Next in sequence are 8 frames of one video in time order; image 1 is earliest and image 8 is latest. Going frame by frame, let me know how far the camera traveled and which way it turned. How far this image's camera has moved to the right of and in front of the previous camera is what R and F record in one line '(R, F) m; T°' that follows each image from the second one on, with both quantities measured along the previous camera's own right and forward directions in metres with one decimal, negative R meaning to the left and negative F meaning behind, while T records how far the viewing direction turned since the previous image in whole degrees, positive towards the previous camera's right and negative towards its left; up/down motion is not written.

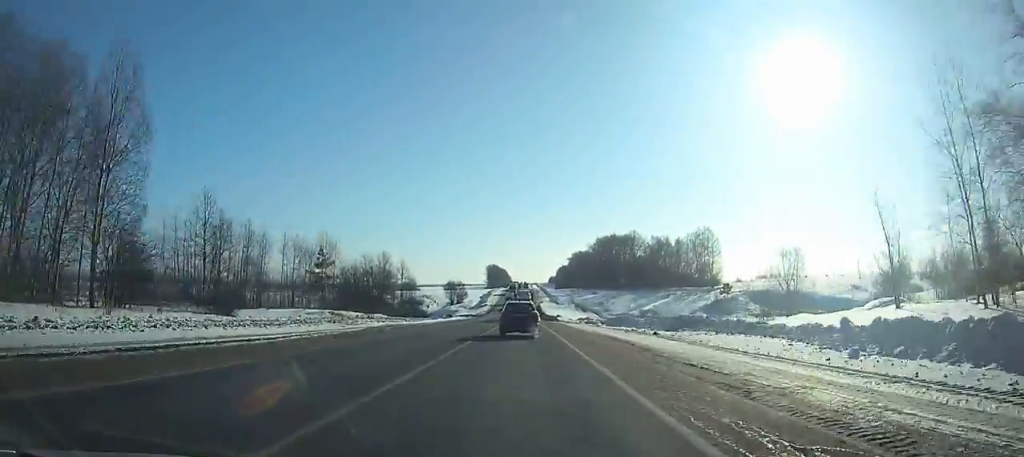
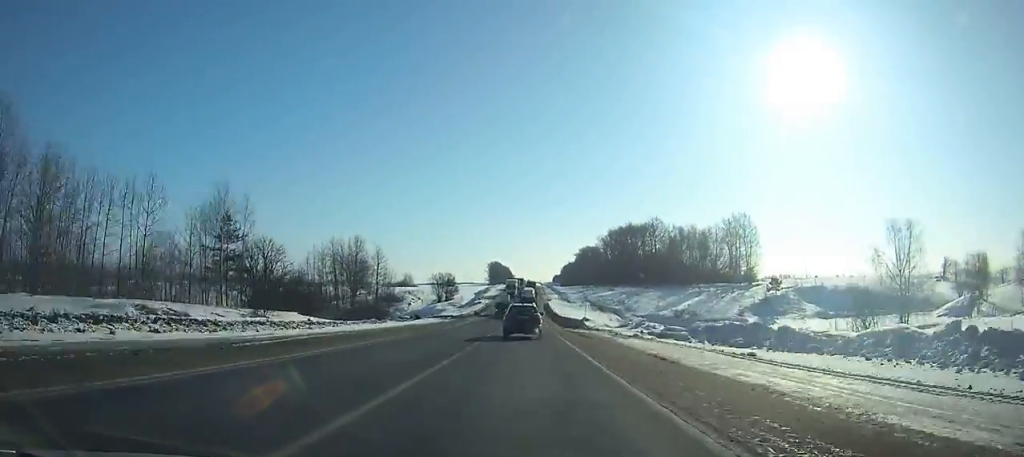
(-0.2, +31.4) m; 0°
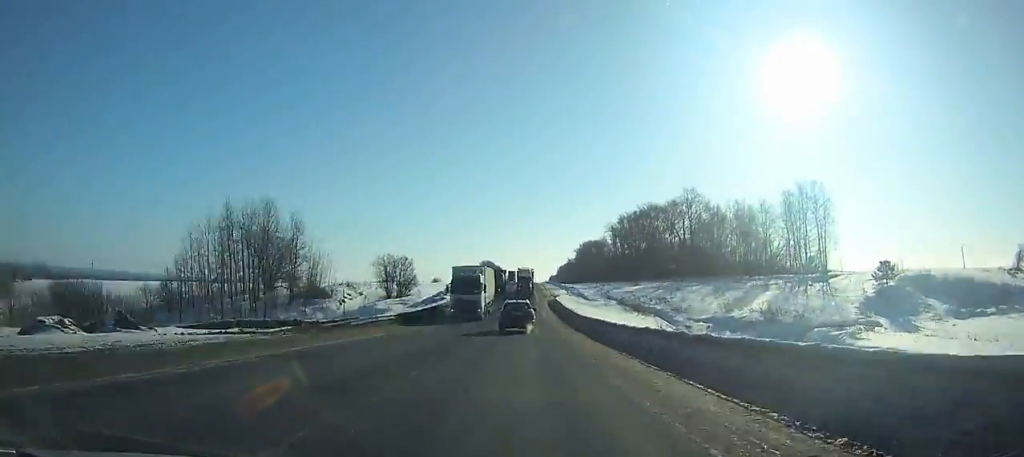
(-0.4, +46.5) m; 0°
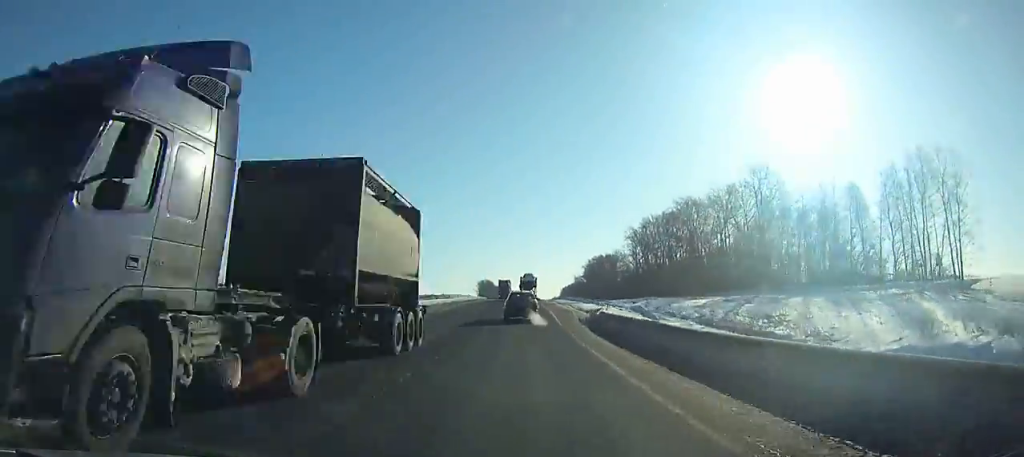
(0.0, +43.3) m; 0°
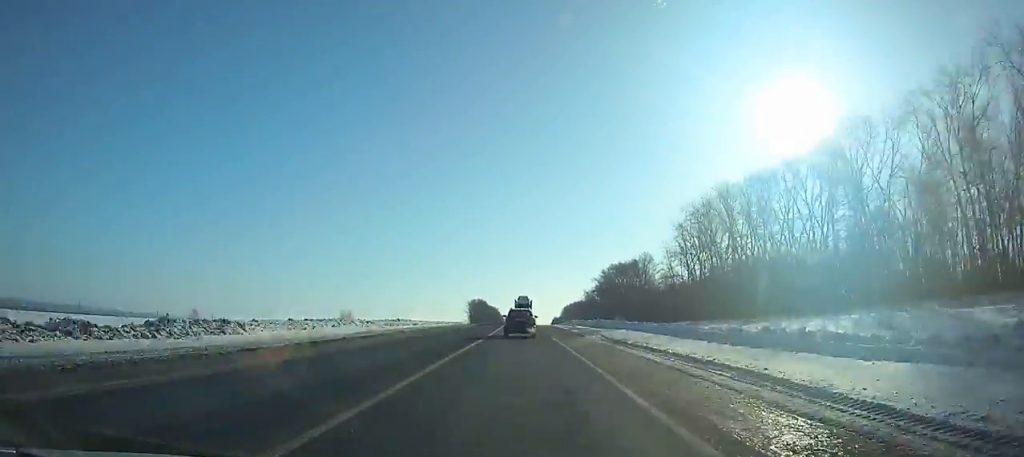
(-0.2, +73.1) m; 0°
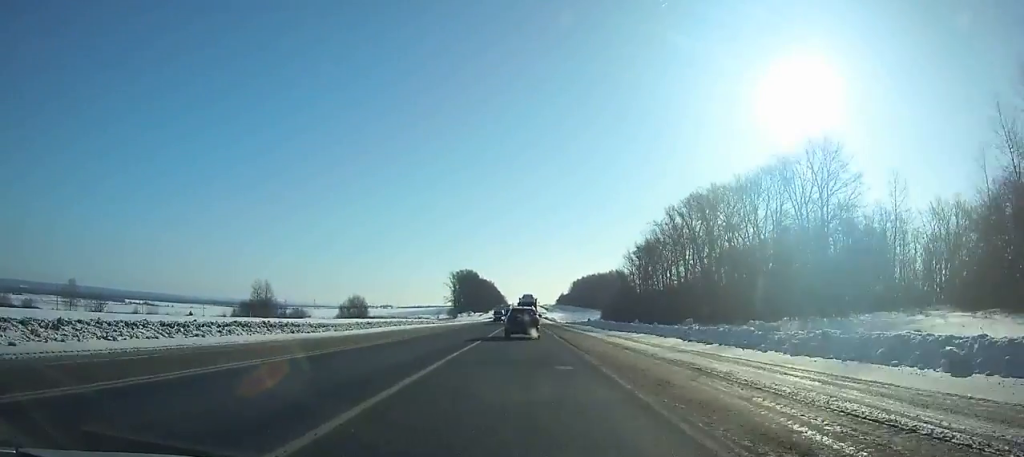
(+0.7, +125.7) m; +1°
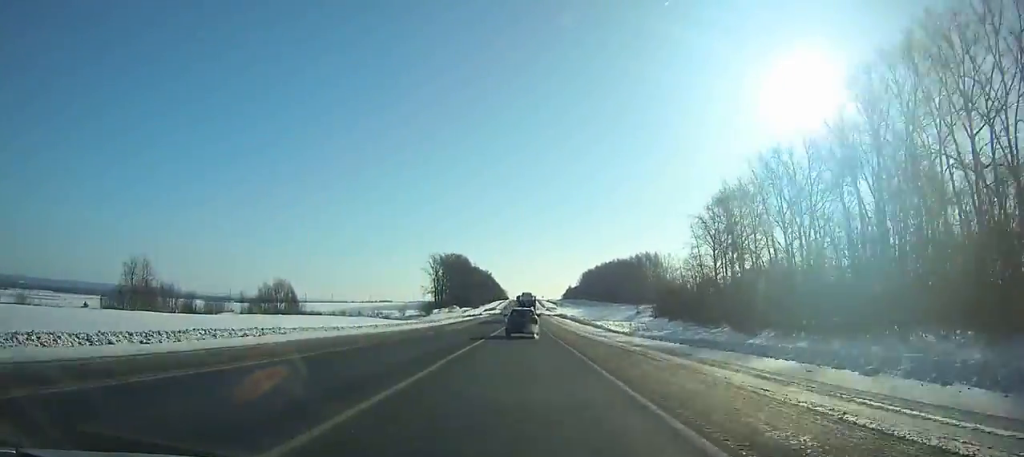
(+0.1, +87.4) m; 0°
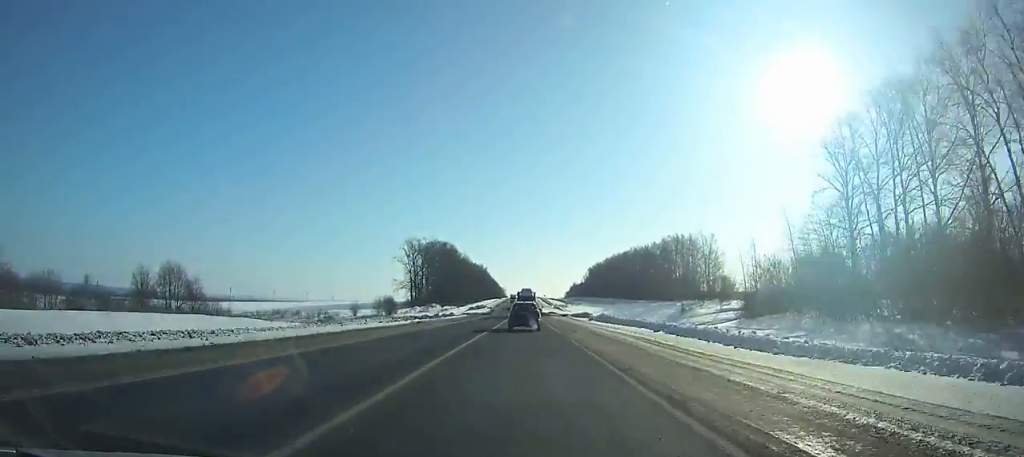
(-0.2, +52.4) m; 0°
